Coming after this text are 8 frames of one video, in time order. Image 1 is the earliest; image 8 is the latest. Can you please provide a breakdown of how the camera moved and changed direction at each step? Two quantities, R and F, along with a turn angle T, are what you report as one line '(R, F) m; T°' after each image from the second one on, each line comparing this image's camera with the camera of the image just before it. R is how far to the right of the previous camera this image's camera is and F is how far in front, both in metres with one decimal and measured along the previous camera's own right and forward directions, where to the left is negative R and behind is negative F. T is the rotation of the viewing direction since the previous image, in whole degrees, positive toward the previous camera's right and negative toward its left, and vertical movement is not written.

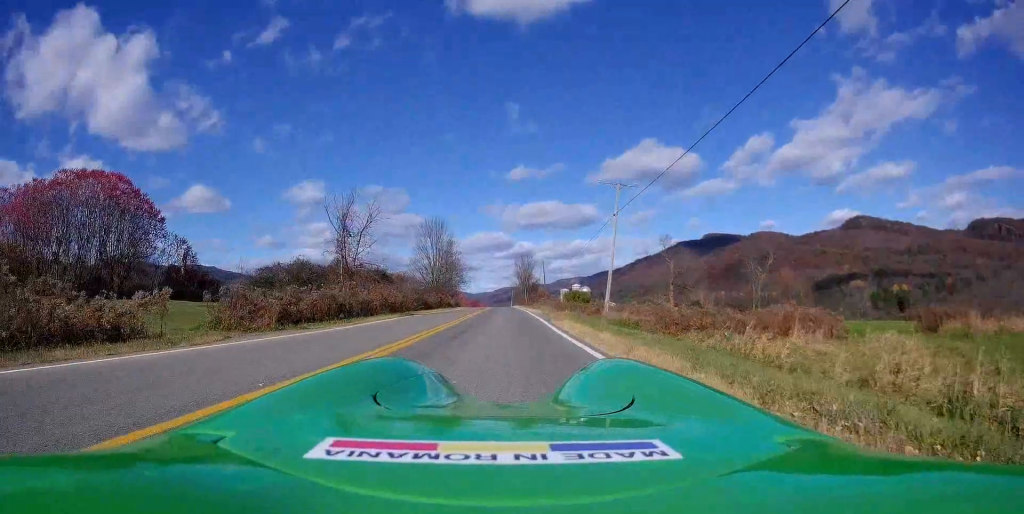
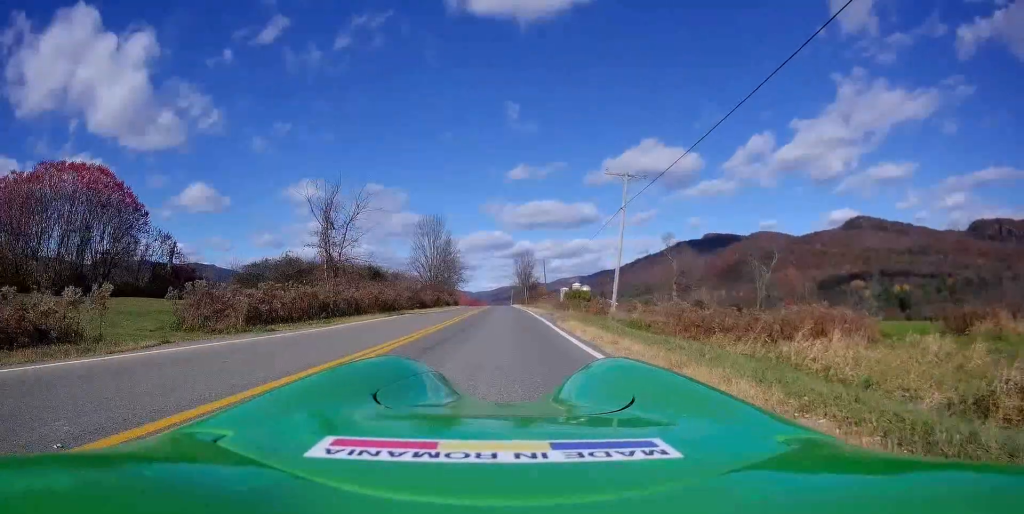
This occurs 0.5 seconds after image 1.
(0.0, +2.6) m; 0°
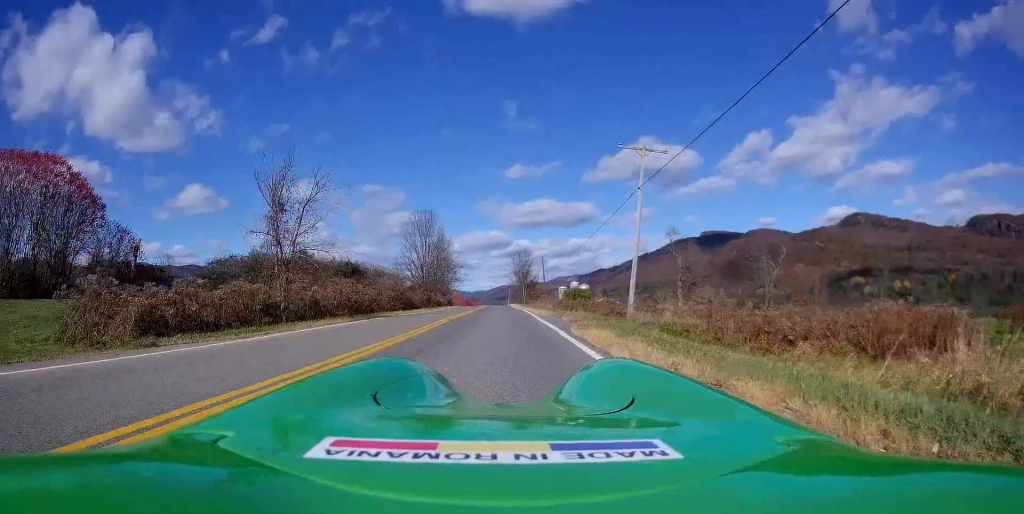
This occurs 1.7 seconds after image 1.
(0.0, +5.6) m; 0°
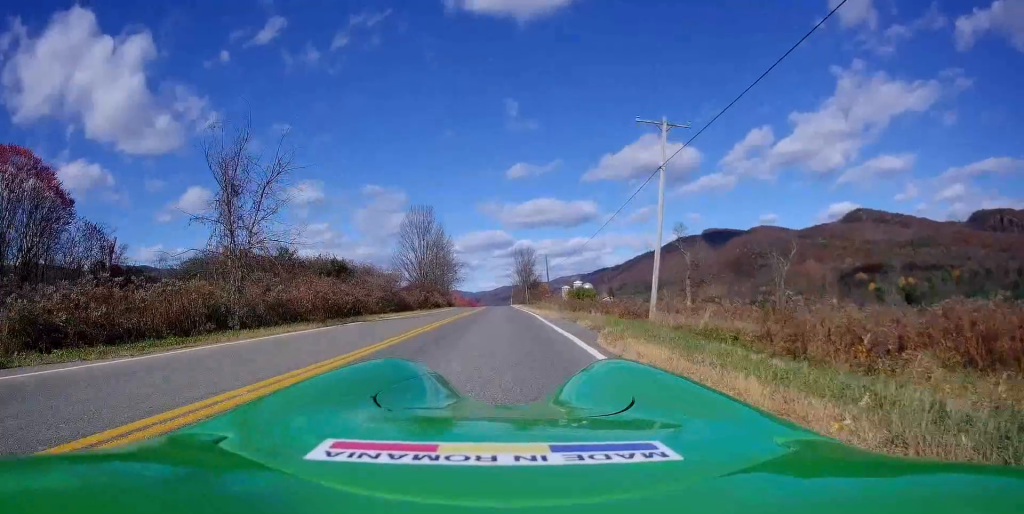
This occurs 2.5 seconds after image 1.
(0.0, +4.1) m; 0°
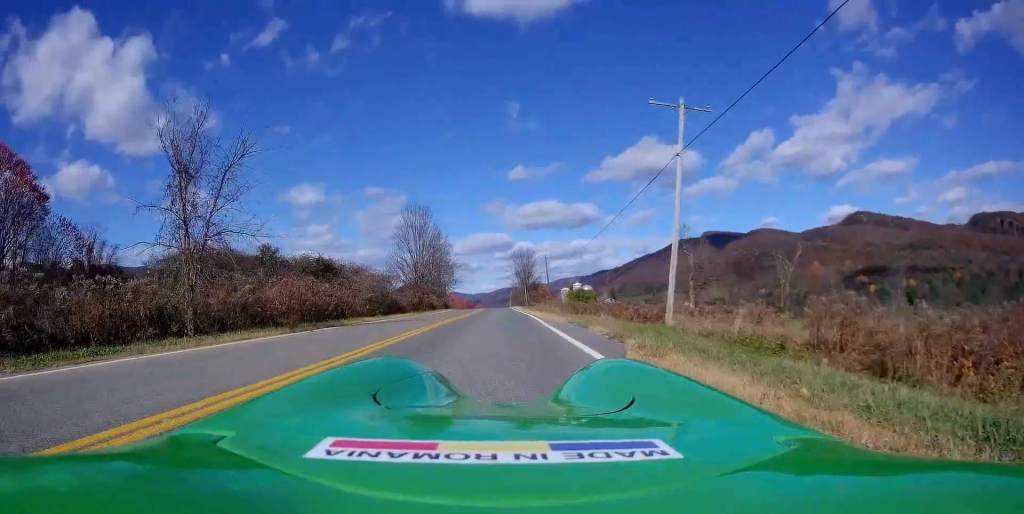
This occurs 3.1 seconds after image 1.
(0.0, +2.9) m; 0°
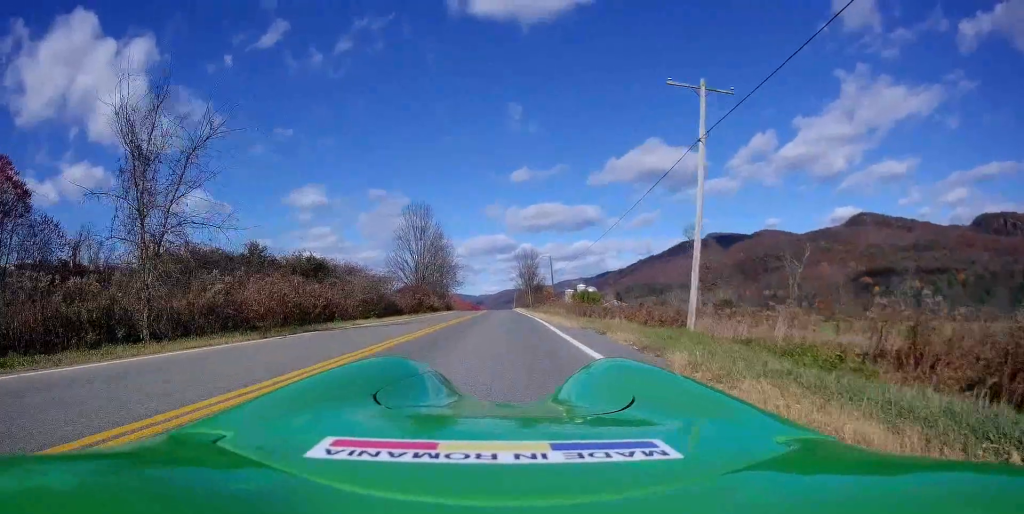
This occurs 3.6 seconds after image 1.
(0.0, +2.2) m; -1°
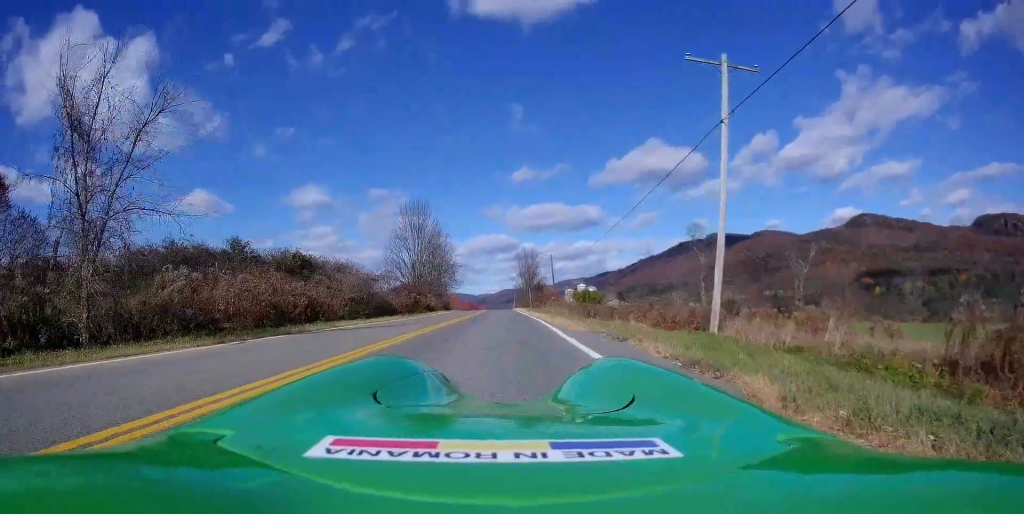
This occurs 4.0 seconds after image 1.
(+0.1, +2.2) m; -2°
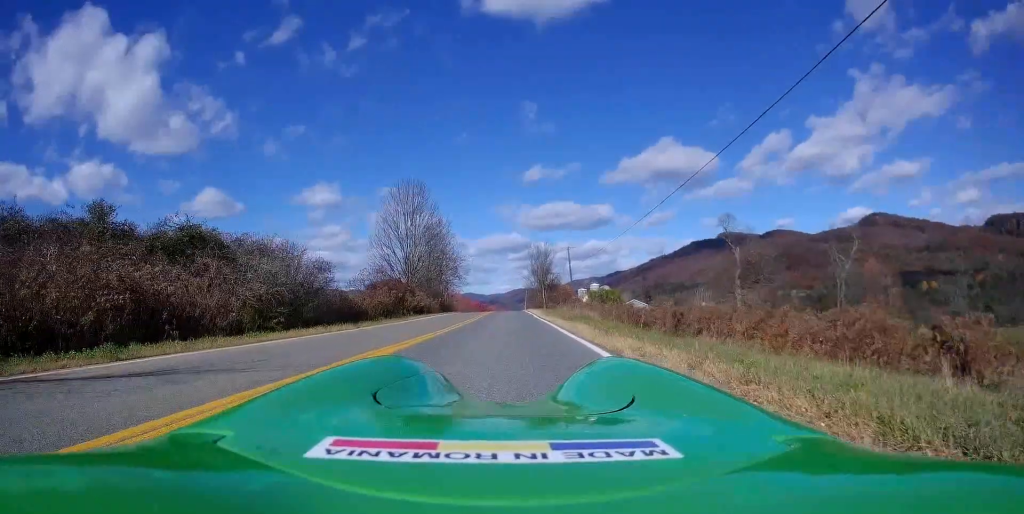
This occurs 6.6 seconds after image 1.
(-0.1, +12.0) m; +2°
